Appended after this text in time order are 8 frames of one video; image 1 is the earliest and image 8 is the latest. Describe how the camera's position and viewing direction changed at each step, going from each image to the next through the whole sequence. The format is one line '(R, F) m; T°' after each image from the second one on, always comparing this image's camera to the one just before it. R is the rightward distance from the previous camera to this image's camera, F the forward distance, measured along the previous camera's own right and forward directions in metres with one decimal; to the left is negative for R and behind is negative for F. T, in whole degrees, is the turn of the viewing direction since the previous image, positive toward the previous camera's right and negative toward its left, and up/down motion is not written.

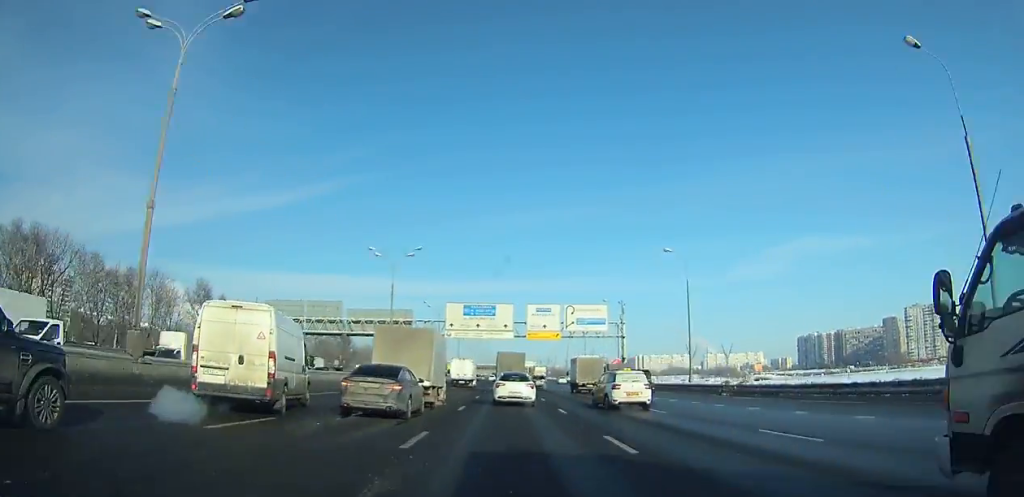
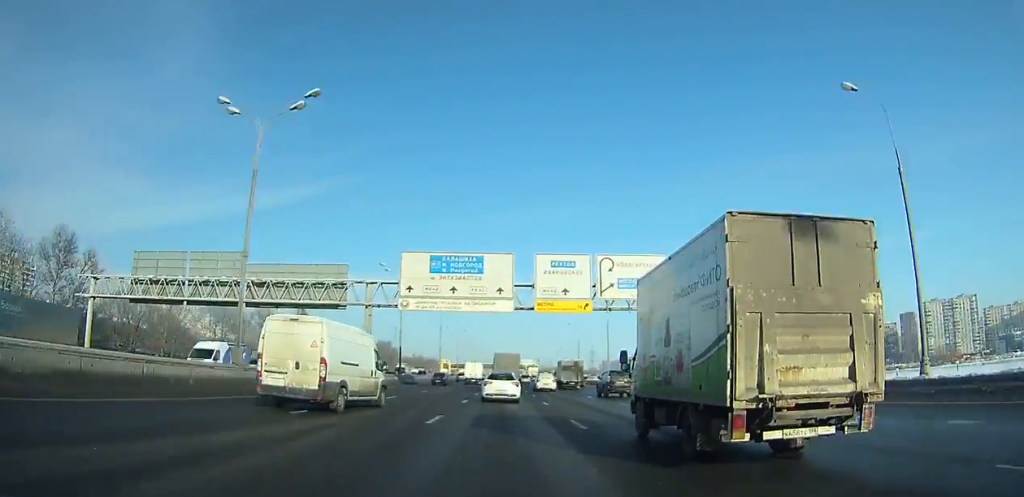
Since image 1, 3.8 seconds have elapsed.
(+0.1, +38.1) m; 0°
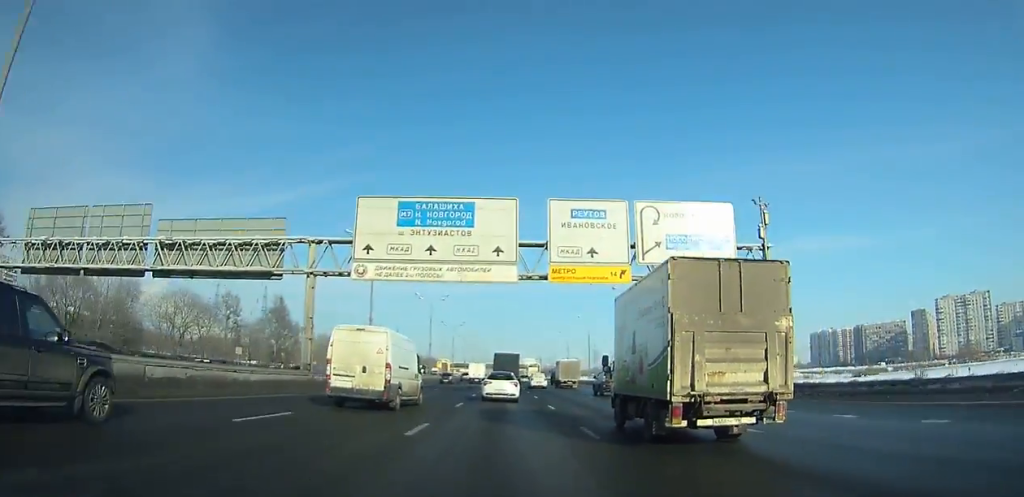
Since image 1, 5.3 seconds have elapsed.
(0.0, +15.8) m; 0°
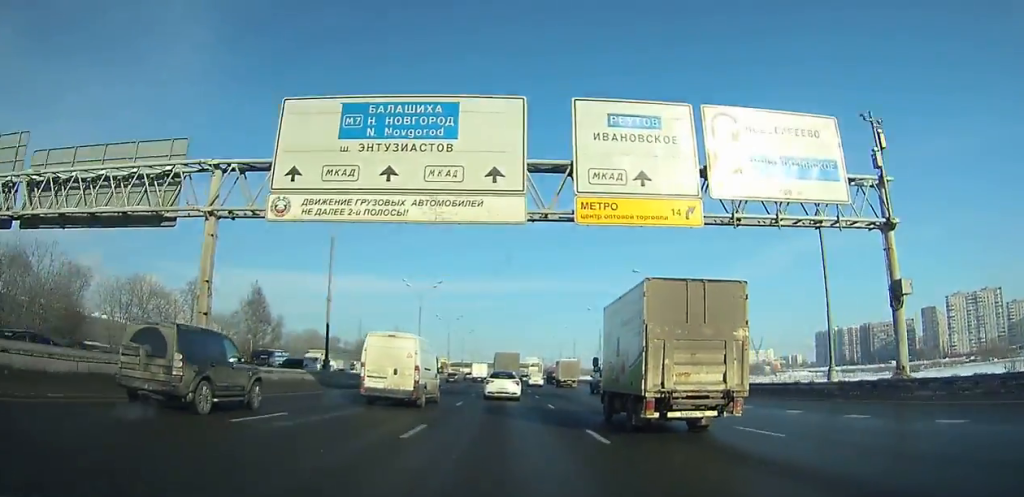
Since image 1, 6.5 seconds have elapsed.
(0.0, +13.5) m; 0°
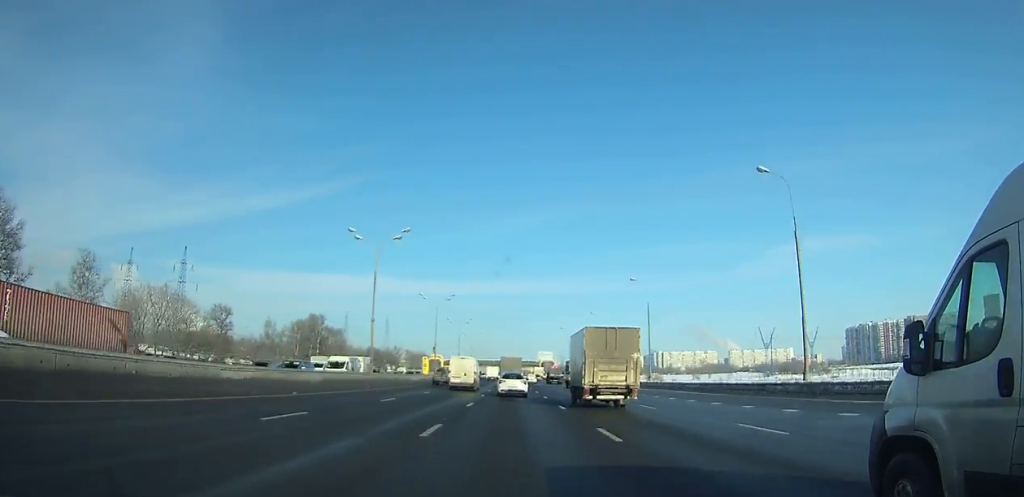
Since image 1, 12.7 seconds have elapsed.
(-0.3, +76.0) m; 0°
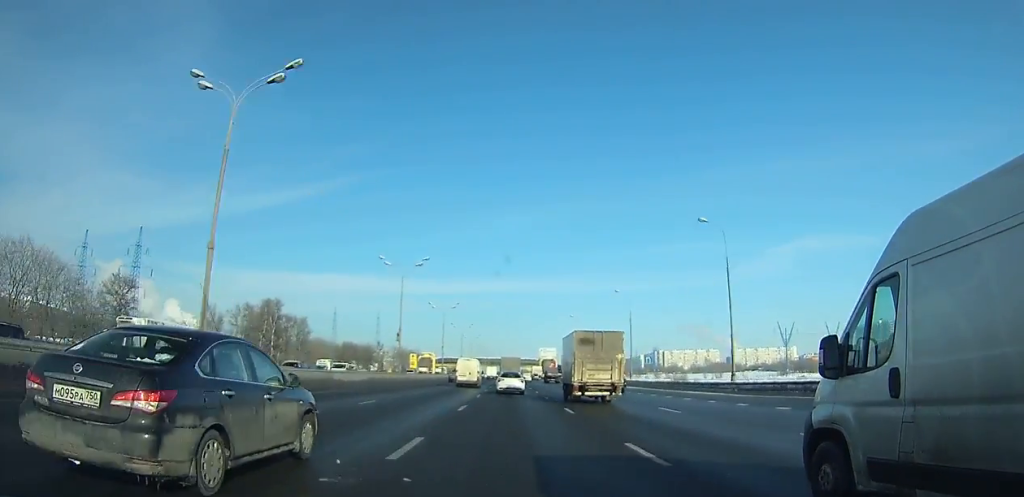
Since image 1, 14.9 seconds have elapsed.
(0.0, +29.0) m; 0°
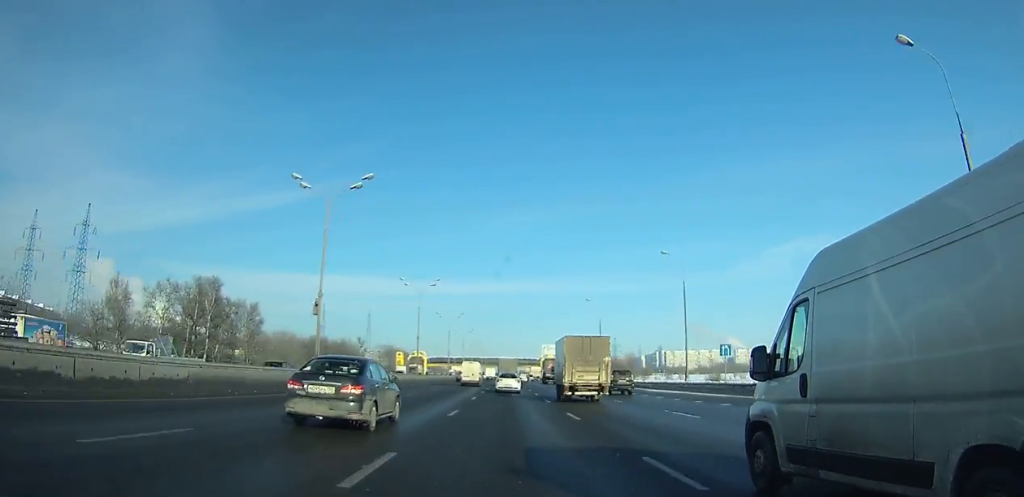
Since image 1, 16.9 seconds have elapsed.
(0.0, +27.2) m; 0°
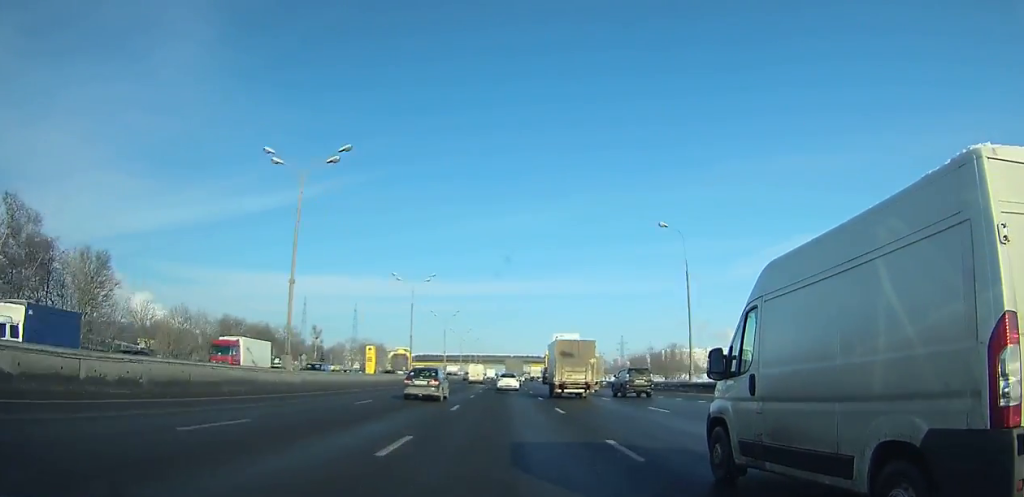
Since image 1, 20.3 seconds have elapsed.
(0.0, +47.1) m; 0°
